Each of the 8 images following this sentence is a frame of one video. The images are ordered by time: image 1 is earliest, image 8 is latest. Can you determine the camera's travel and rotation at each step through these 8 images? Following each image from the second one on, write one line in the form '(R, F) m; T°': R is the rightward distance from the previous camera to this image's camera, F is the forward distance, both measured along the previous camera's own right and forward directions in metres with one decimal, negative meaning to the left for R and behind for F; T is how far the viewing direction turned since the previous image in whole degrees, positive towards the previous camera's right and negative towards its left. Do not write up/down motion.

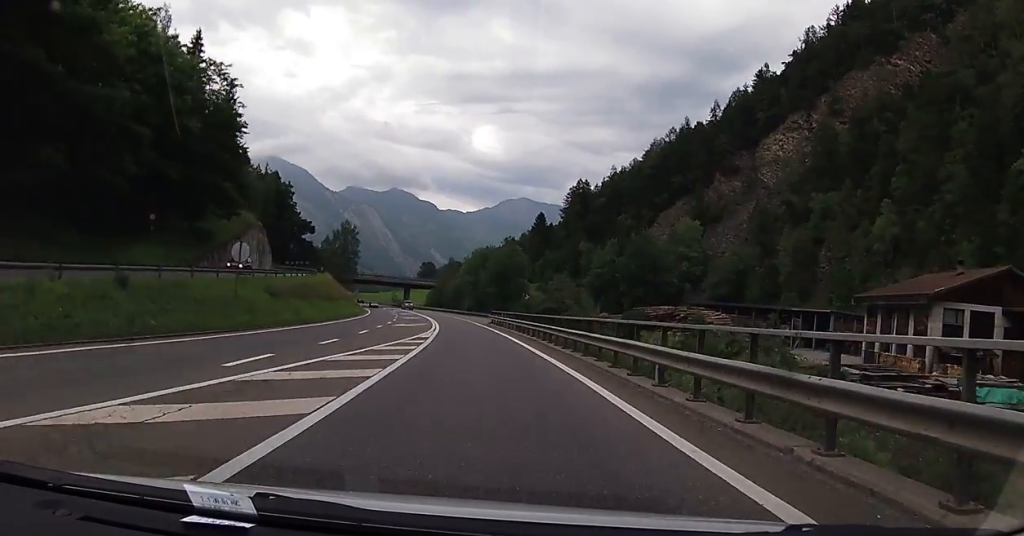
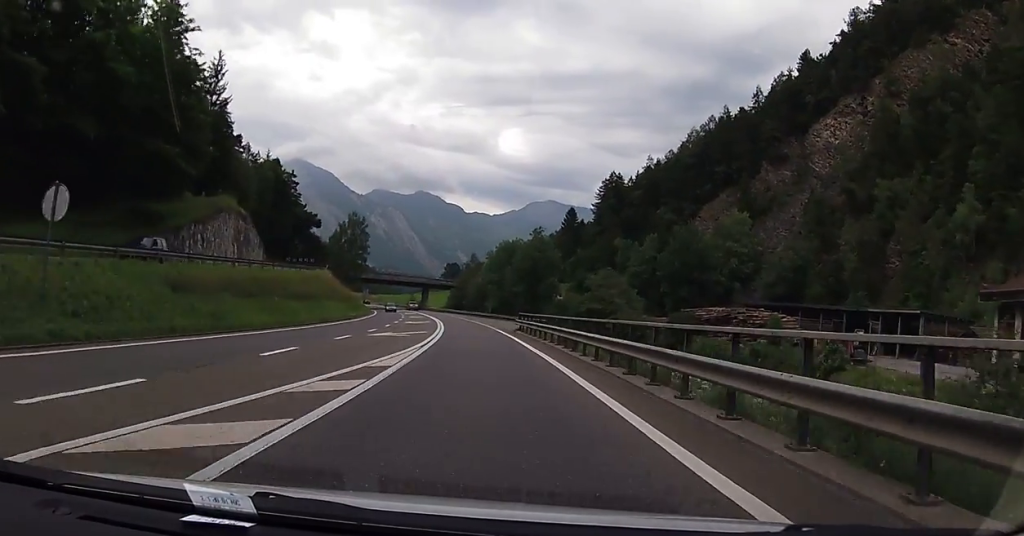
(-0.3, +15.7) m; -3°
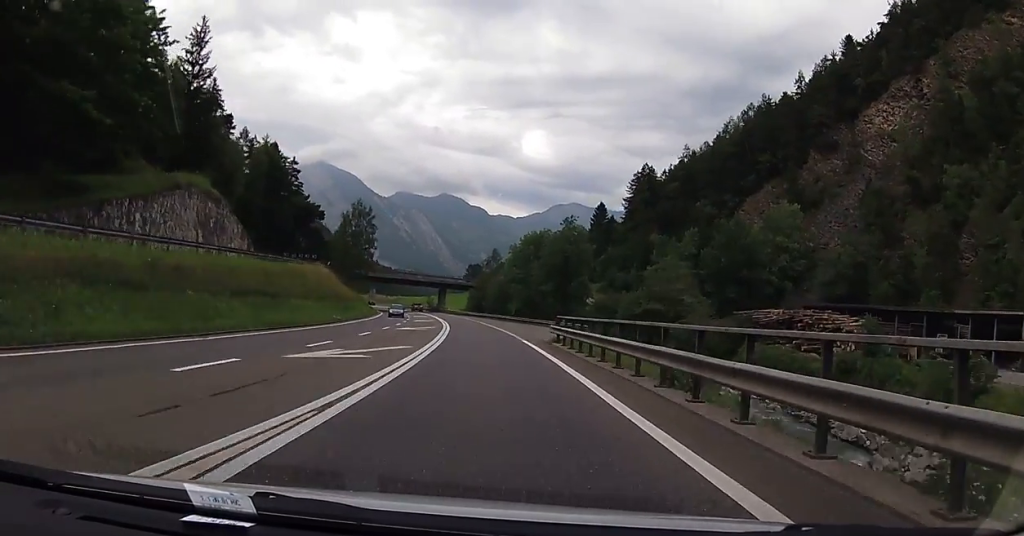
(-0.4, +14.2) m; -1°
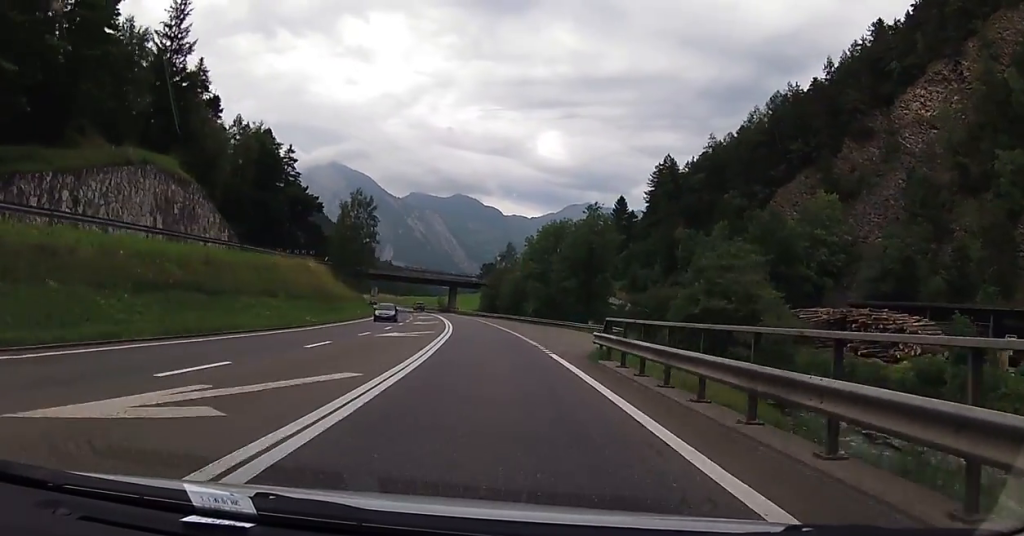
(-0.1, +10.0) m; -1°
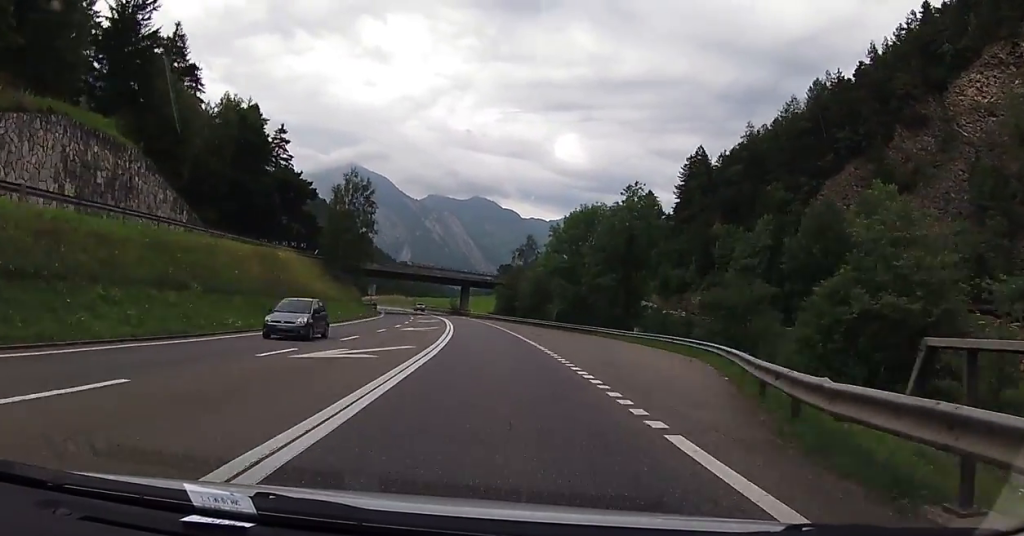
(0.0, +13.6) m; -1°
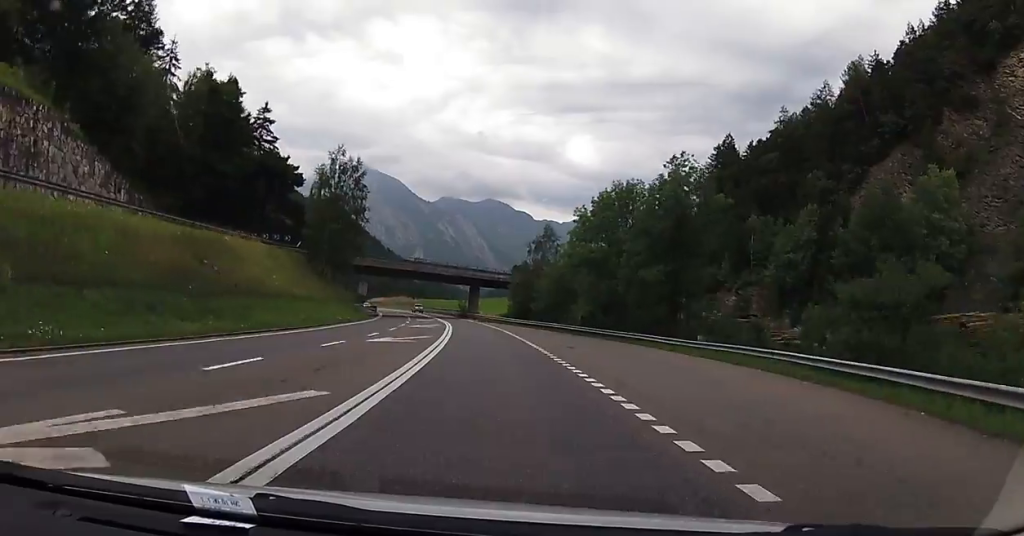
(-0.1, +12.2) m; -1°
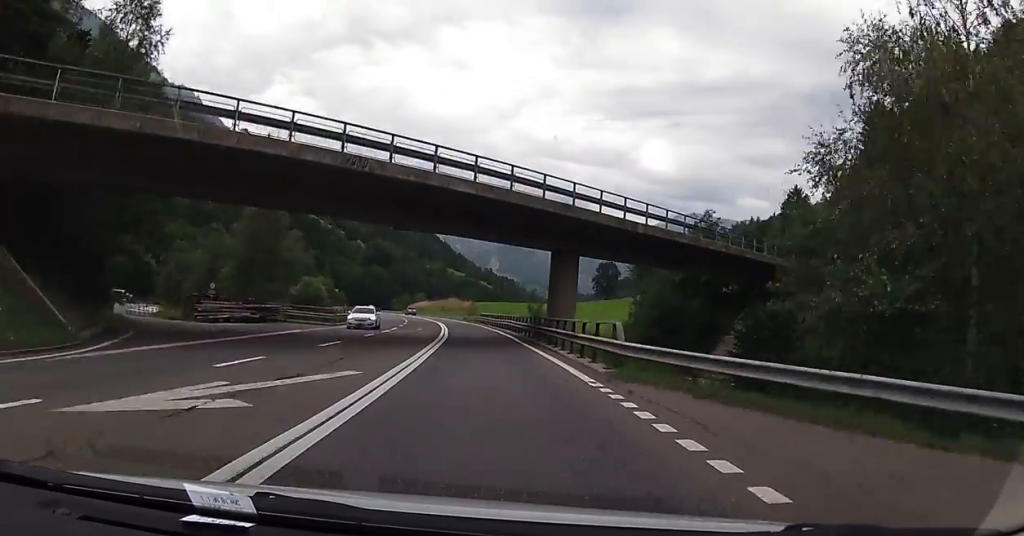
(-3.9, +59.9) m; -8°
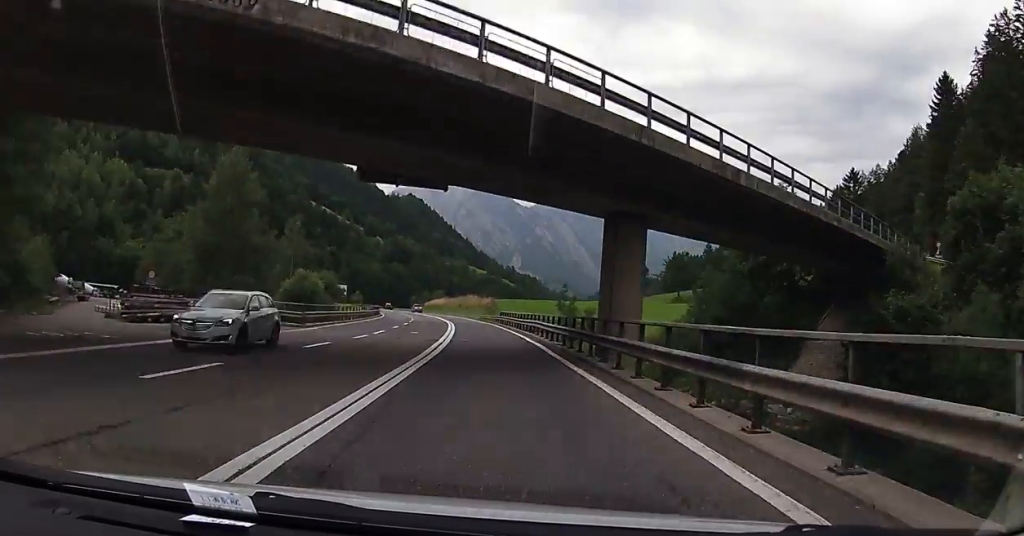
(-0.1, +10.6) m; -1°
